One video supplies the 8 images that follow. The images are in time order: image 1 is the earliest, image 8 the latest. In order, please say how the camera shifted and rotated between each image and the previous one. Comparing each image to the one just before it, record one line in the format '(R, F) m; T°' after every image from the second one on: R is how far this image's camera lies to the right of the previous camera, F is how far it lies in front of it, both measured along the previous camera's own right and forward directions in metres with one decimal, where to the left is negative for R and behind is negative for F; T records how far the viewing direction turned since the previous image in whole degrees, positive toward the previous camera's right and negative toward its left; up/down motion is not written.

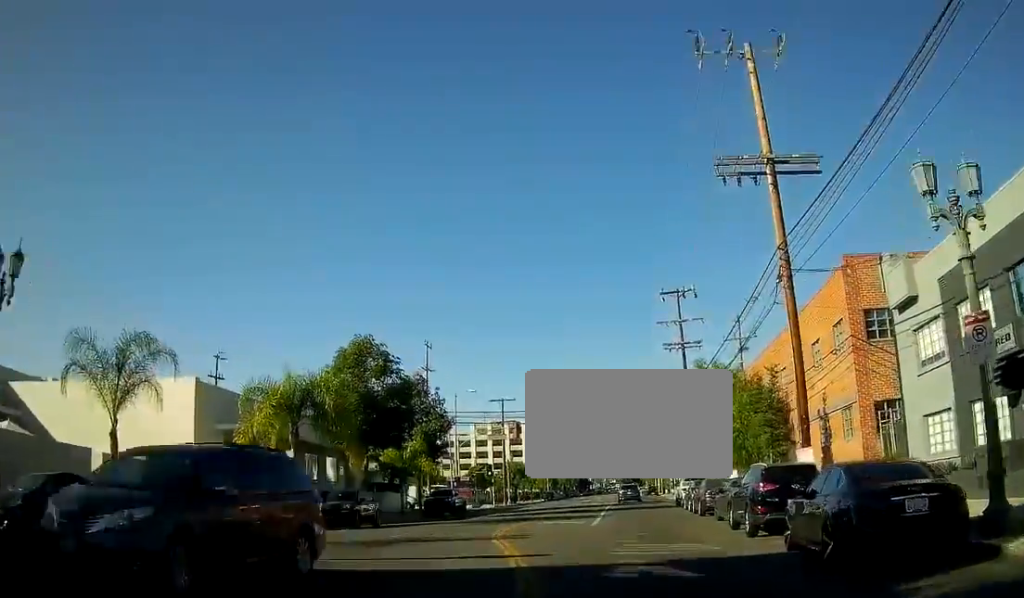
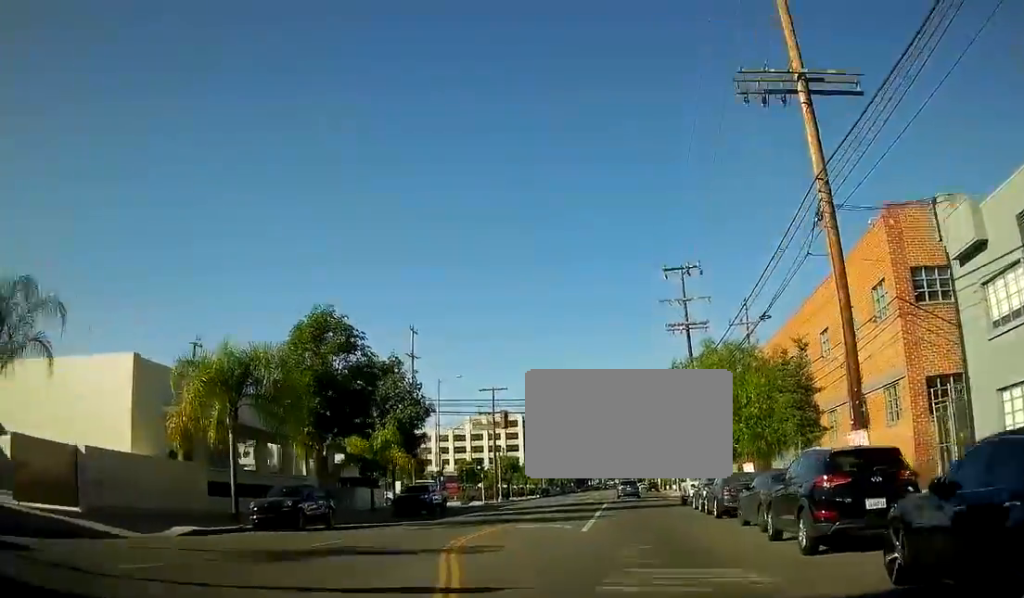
(0.0, +5.6) m; 0°
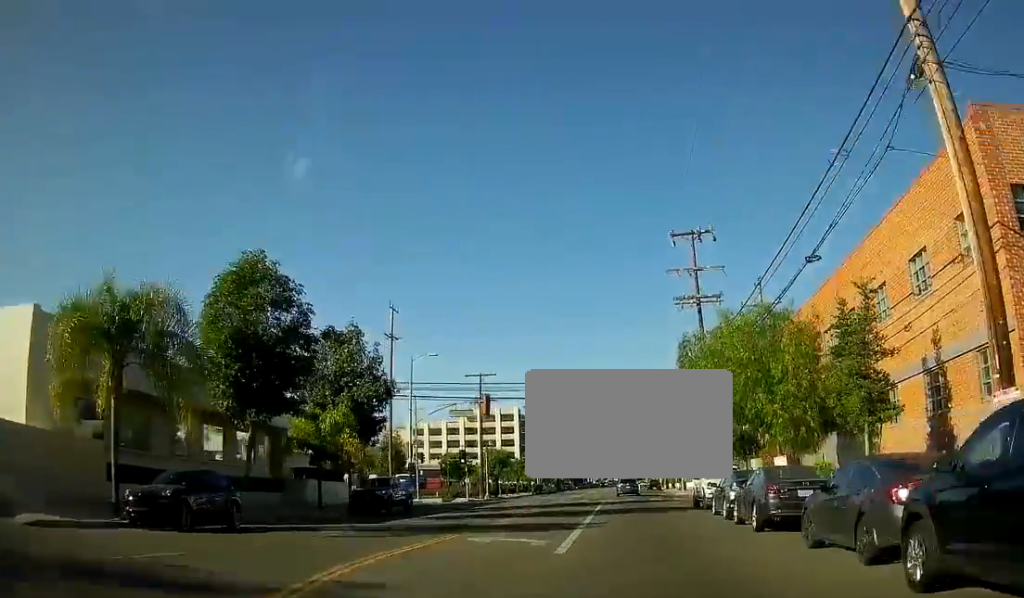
(0.0, +6.8) m; 0°
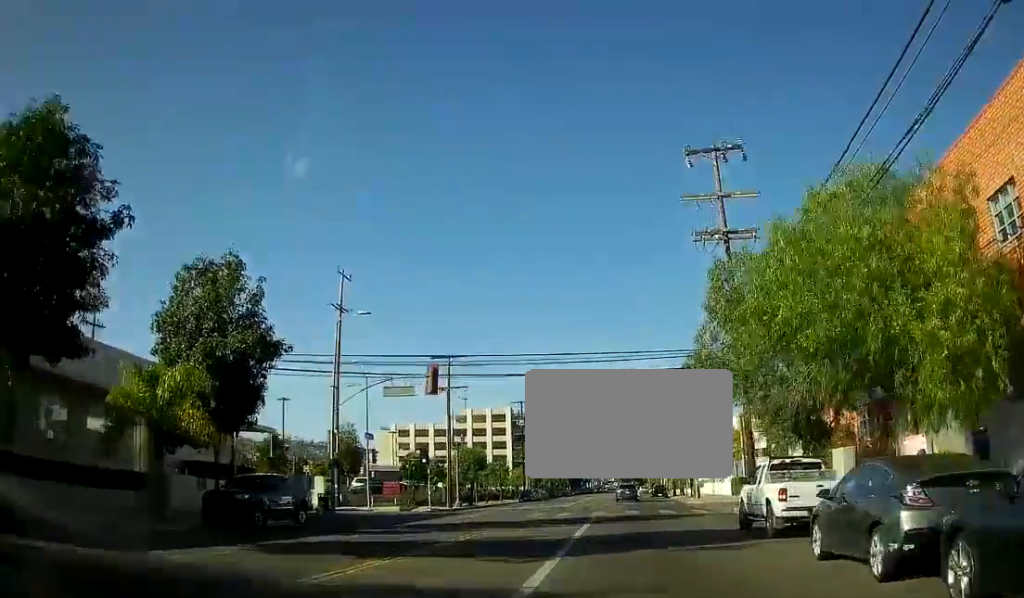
(0.0, +12.7) m; 0°
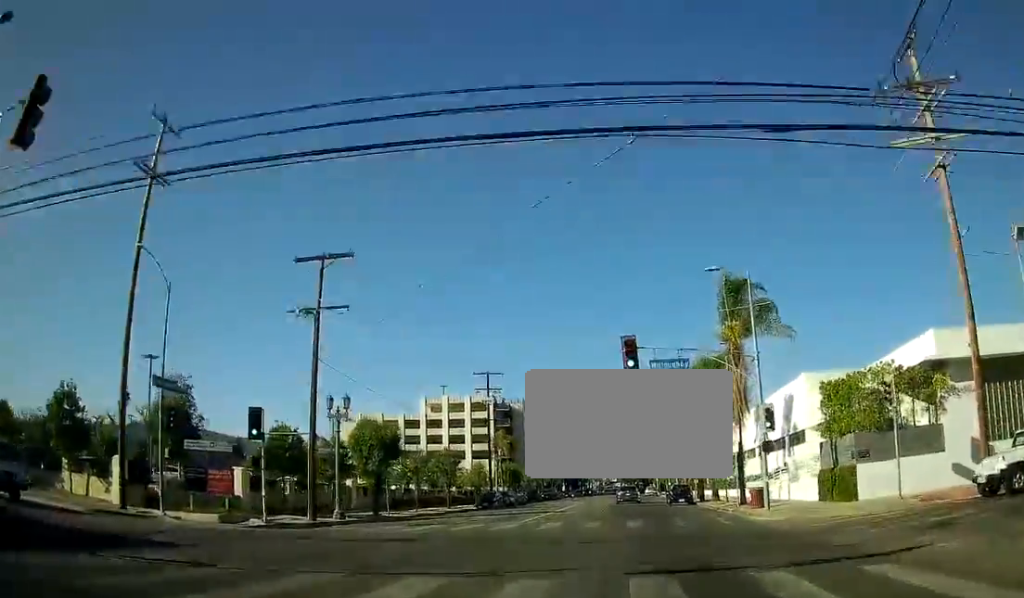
(0.0, +26.1) m; 0°
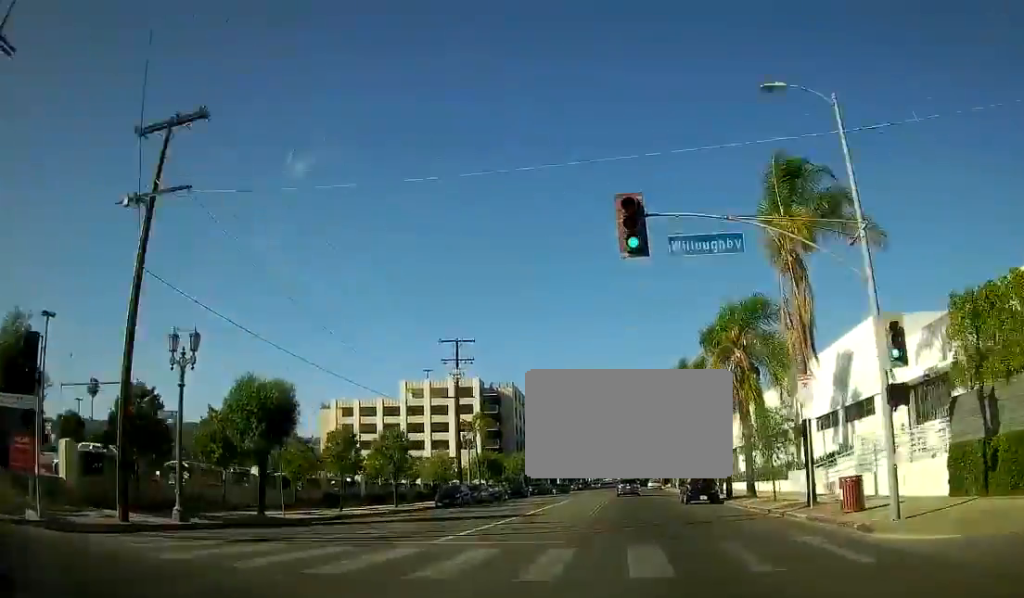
(0.0, +13.9) m; 0°
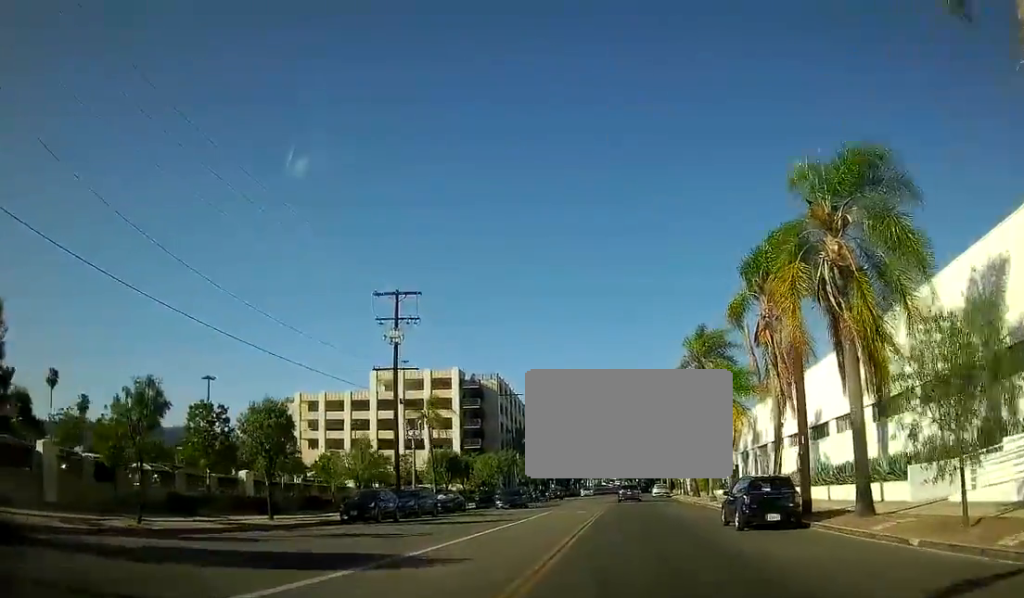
(0.0, +17.0) m; 0°
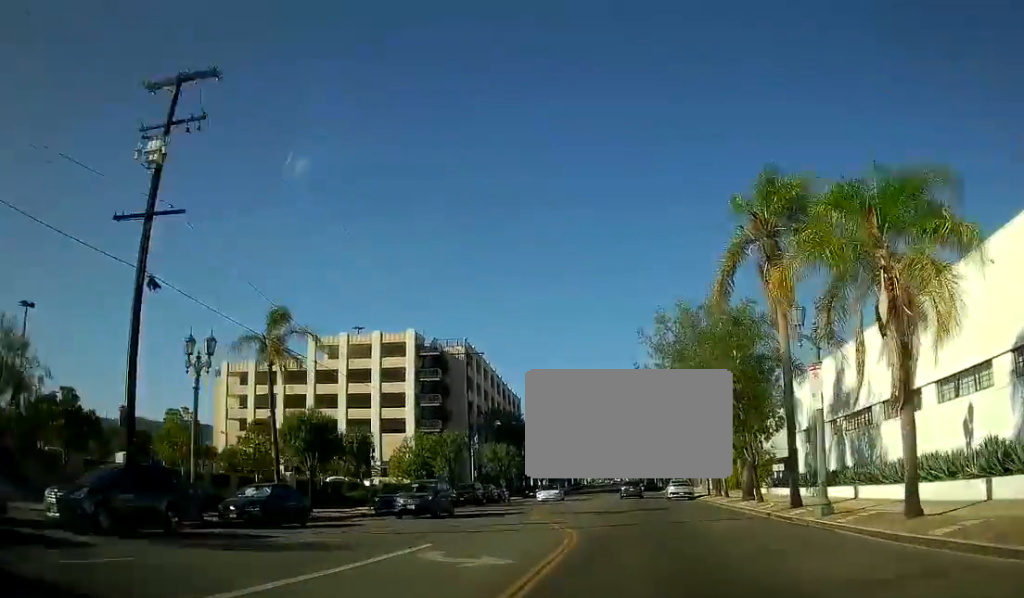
(0.0, +26.0) m; 0°
